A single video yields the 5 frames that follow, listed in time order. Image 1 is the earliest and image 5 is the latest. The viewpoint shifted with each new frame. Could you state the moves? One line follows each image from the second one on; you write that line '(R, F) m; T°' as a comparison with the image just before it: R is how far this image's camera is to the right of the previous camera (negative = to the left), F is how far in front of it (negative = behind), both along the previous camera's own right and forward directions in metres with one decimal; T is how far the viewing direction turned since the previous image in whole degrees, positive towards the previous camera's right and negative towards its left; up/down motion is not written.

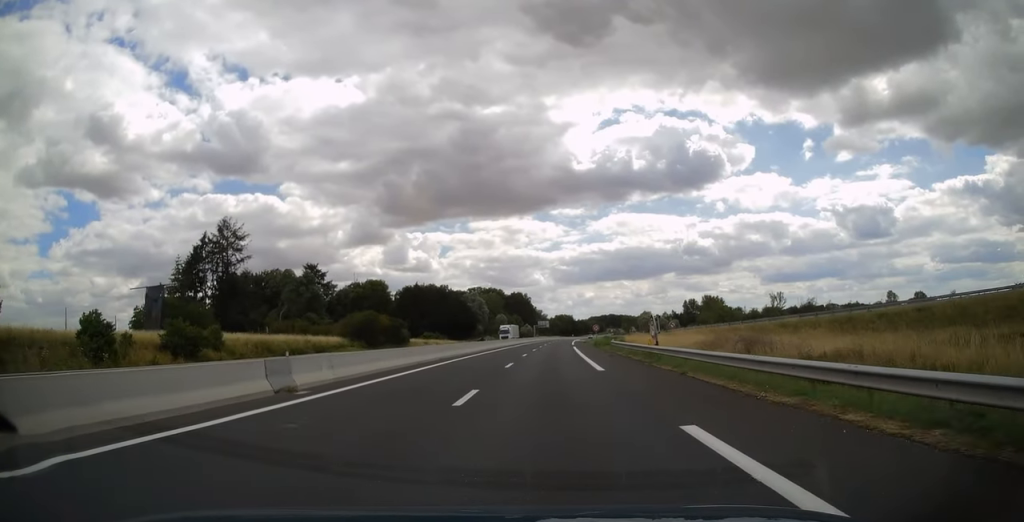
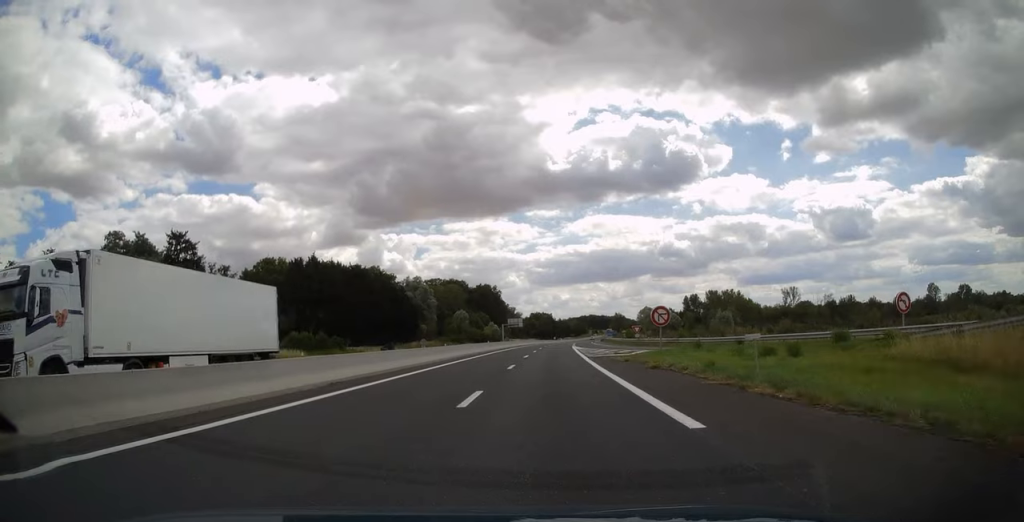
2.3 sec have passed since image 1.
(+0.8, +67.3) m; +2°
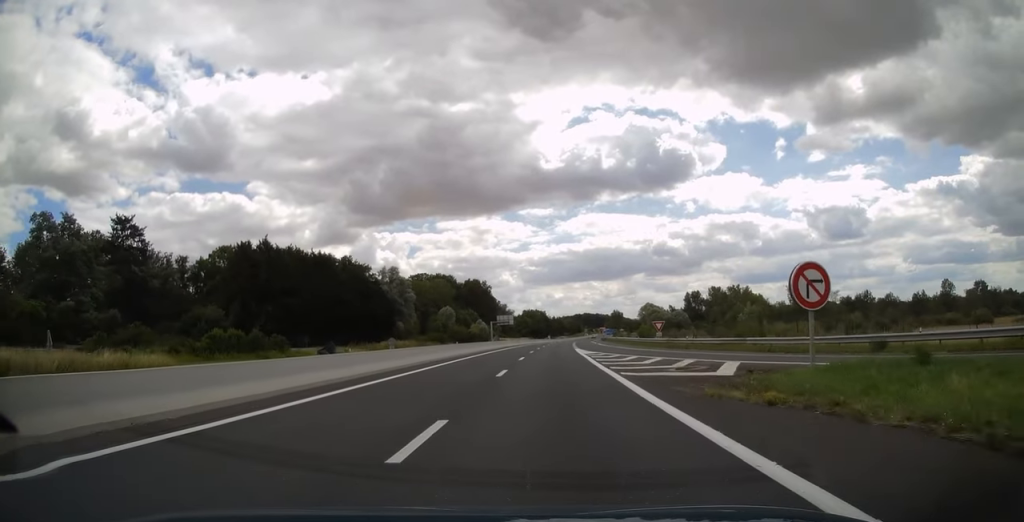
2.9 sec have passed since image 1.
(+0.2, +18.7) m; +1°
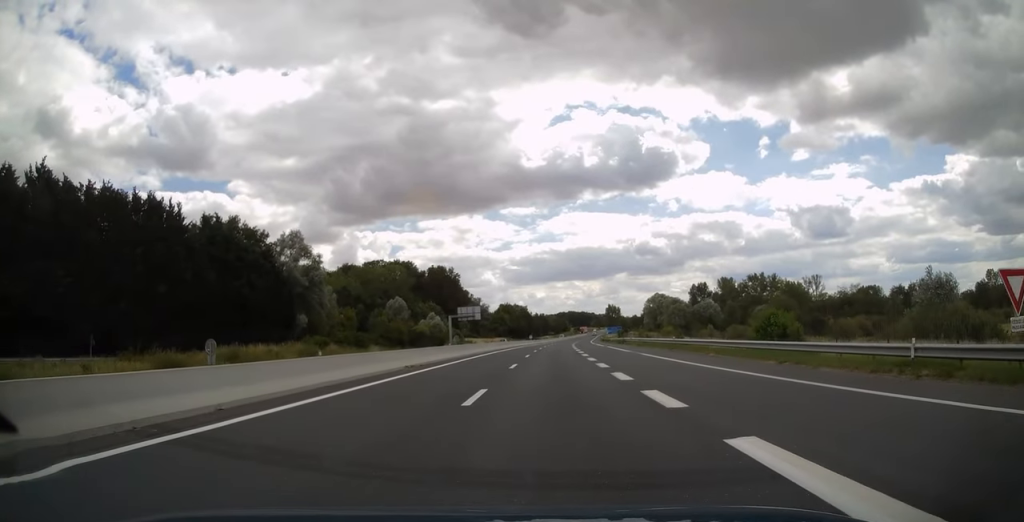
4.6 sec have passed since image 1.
(+0.8, +48.6) m; +2°
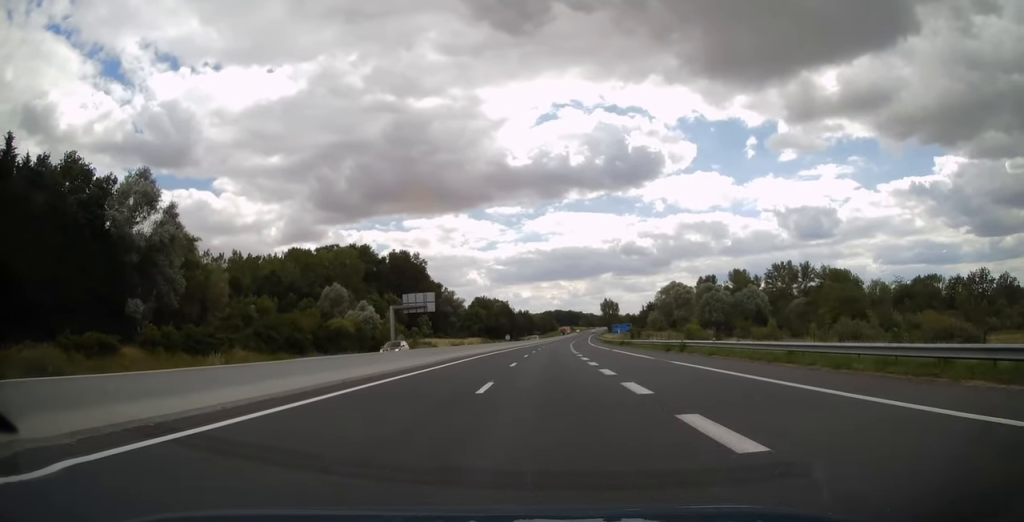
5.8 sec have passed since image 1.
(+0.3, +37.5) m; +1°
